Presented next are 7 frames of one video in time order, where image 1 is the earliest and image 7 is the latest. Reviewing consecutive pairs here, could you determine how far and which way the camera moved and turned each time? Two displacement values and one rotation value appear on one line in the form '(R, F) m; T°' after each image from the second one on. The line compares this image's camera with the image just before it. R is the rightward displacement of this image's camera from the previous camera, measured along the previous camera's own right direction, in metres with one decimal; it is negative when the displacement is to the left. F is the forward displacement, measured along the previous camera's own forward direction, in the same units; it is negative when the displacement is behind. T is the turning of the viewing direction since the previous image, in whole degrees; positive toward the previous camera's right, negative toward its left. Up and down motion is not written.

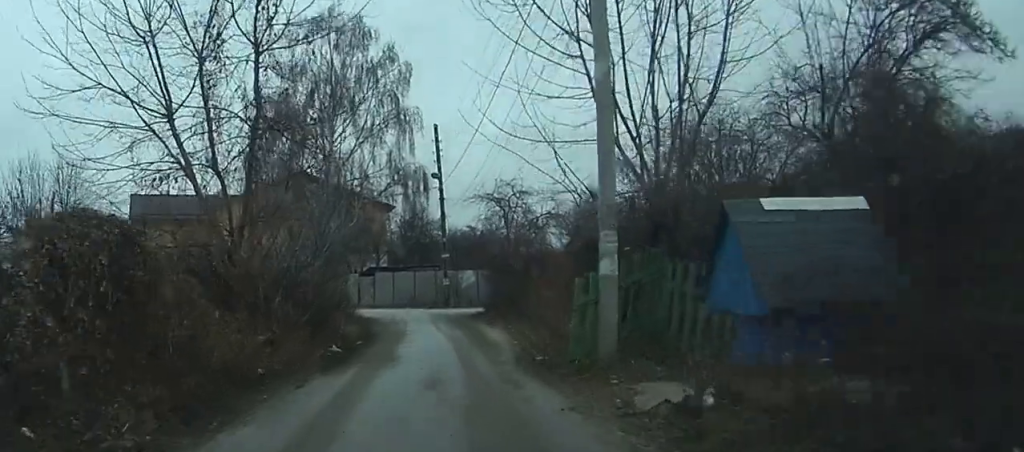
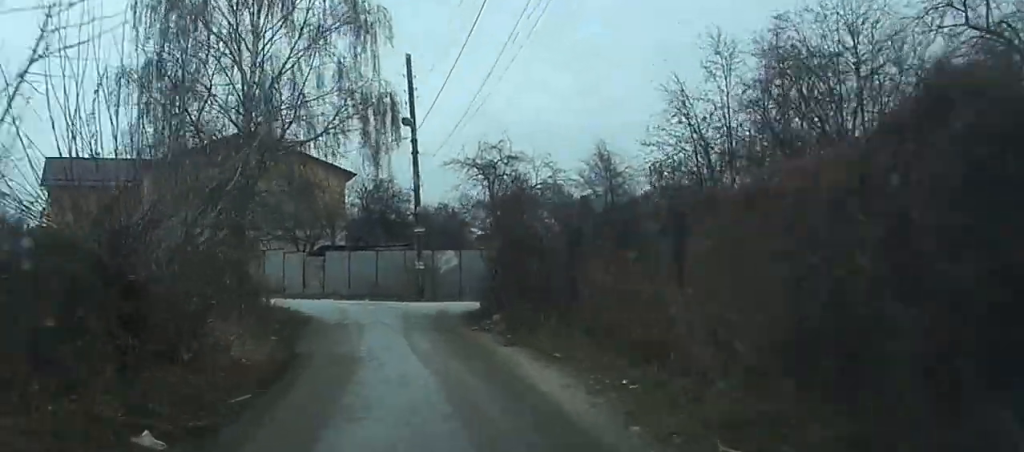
(+0.6, +12.2) m; +11°
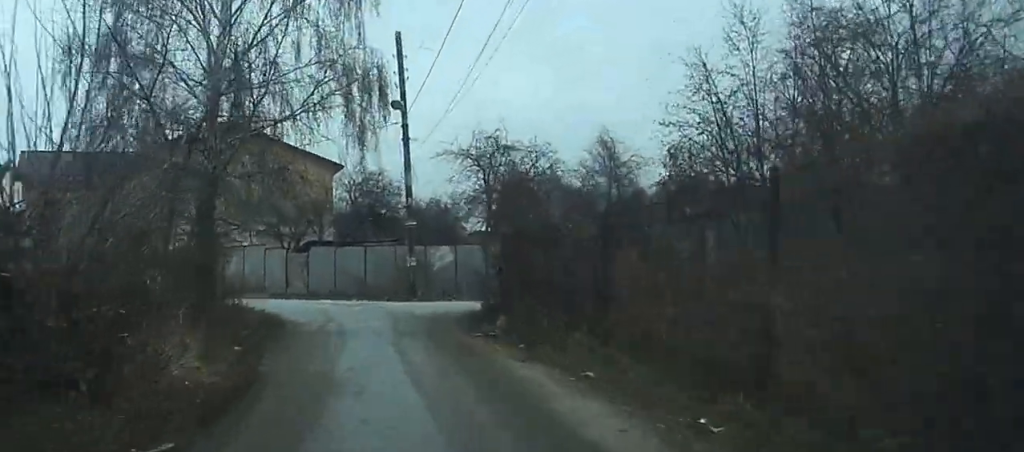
(+0.3, +3.6) m; +1°
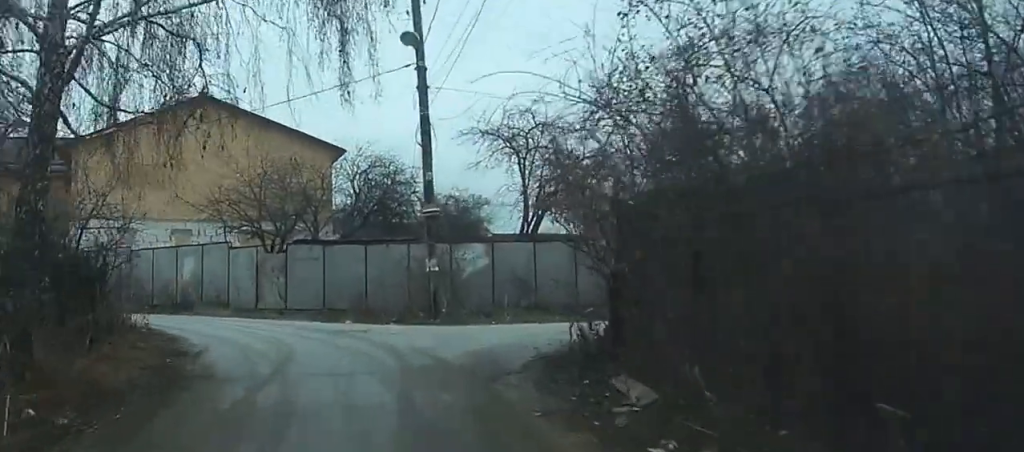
(-0.2, +12.3) m; -1°
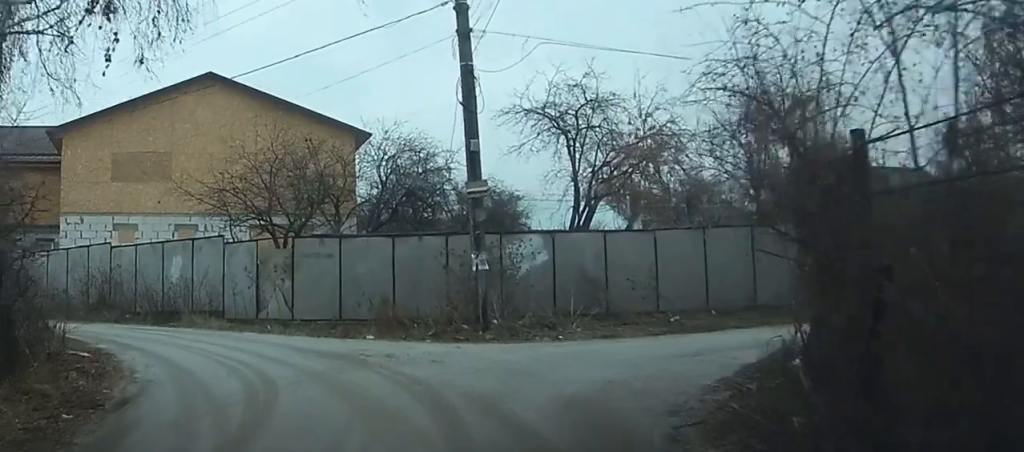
(-0.2, +6.6) m; +14°
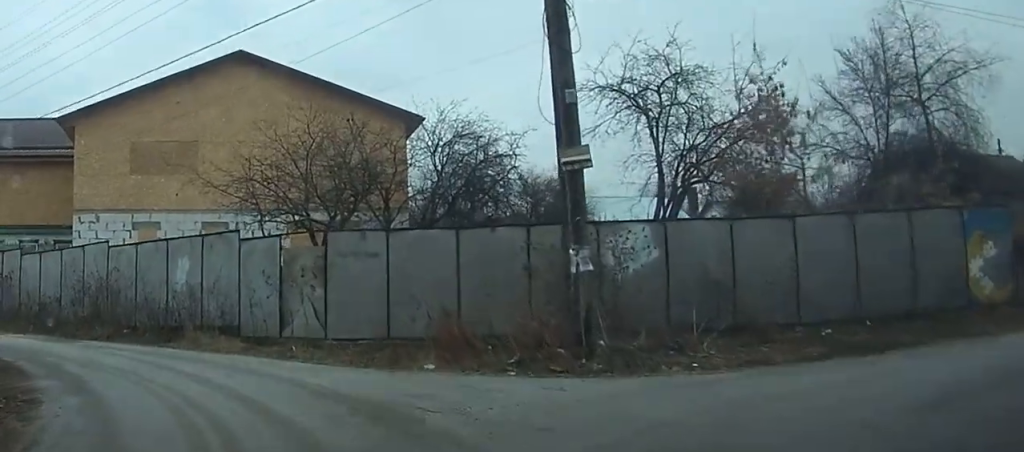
(+1.9, +5.1) m; -26°
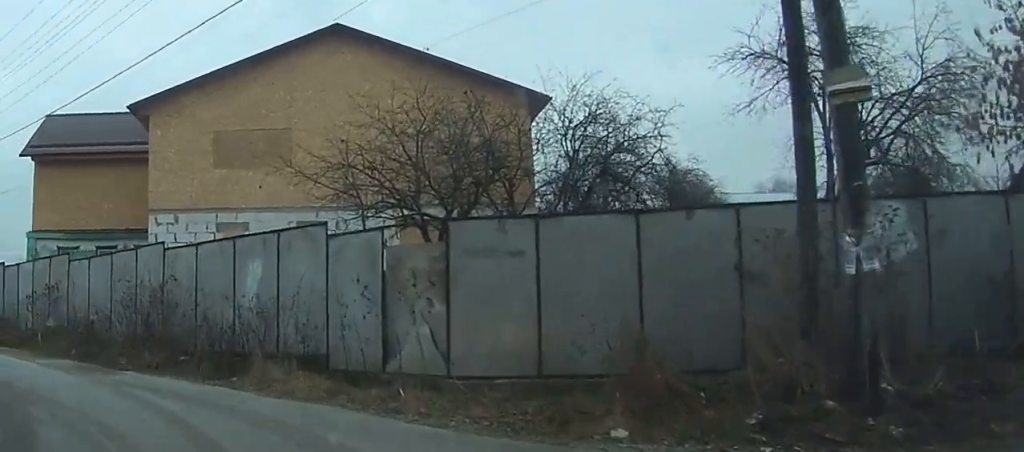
(-4.7, +6.0) m; -32°
